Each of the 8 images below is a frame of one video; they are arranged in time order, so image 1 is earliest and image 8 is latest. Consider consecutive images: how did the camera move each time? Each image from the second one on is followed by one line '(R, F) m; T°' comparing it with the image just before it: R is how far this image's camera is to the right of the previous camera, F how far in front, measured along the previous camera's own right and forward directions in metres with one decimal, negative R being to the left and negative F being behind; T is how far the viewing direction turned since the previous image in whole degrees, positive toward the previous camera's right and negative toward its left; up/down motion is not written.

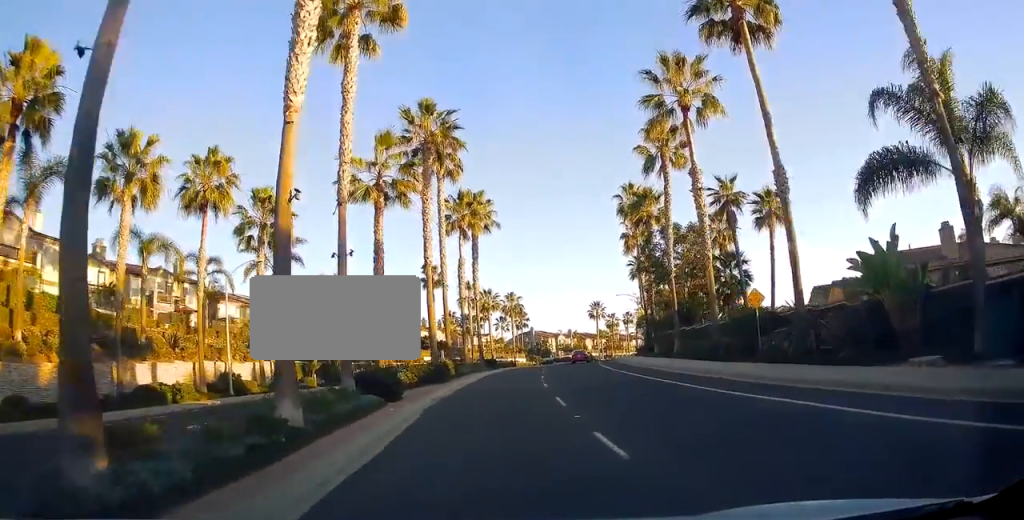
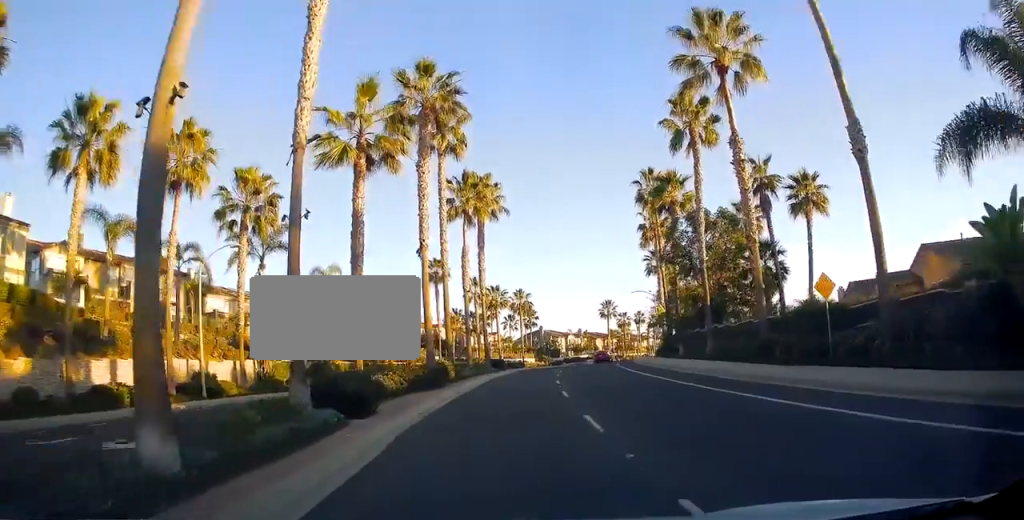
(-0.4, +4.6) m; -6°
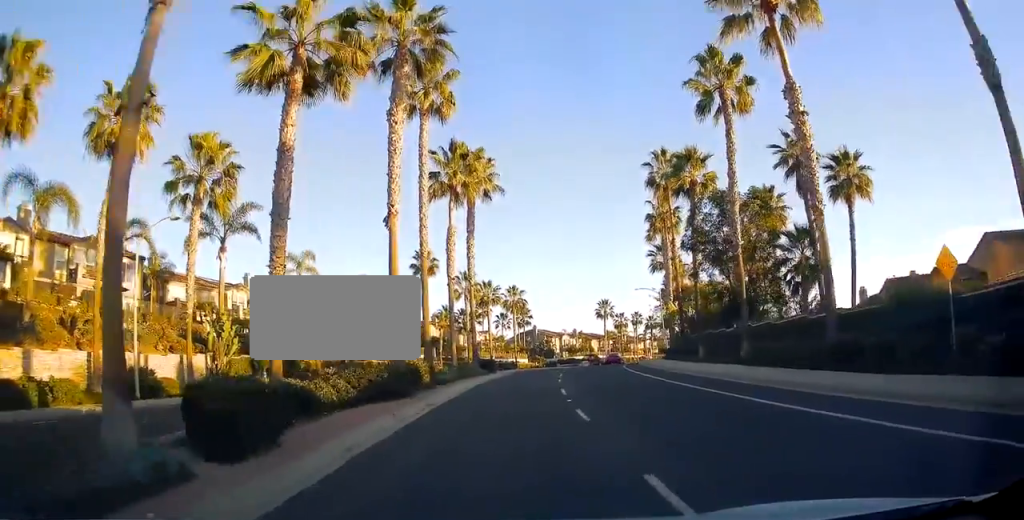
(-0.5, +5.5) m; -5°
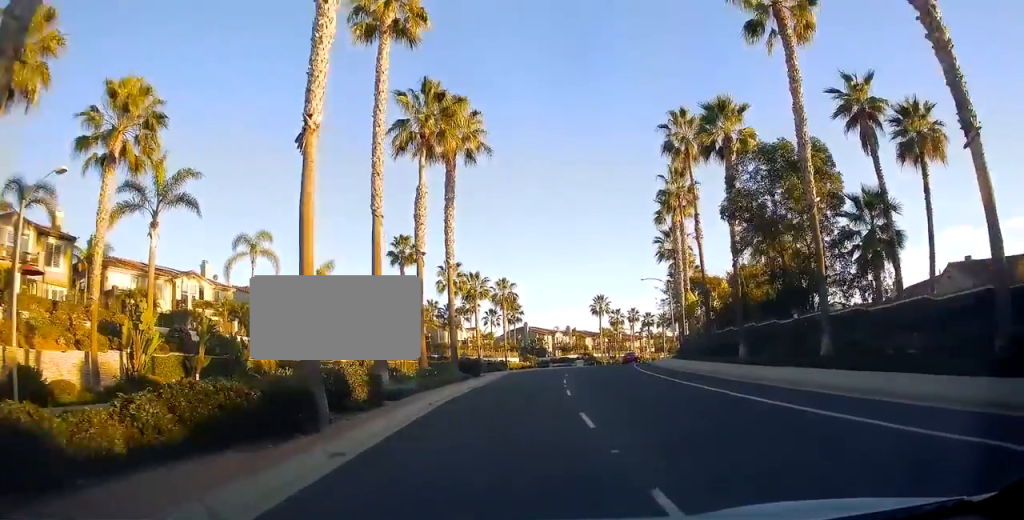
(-0.4, +7.4) m; -6°
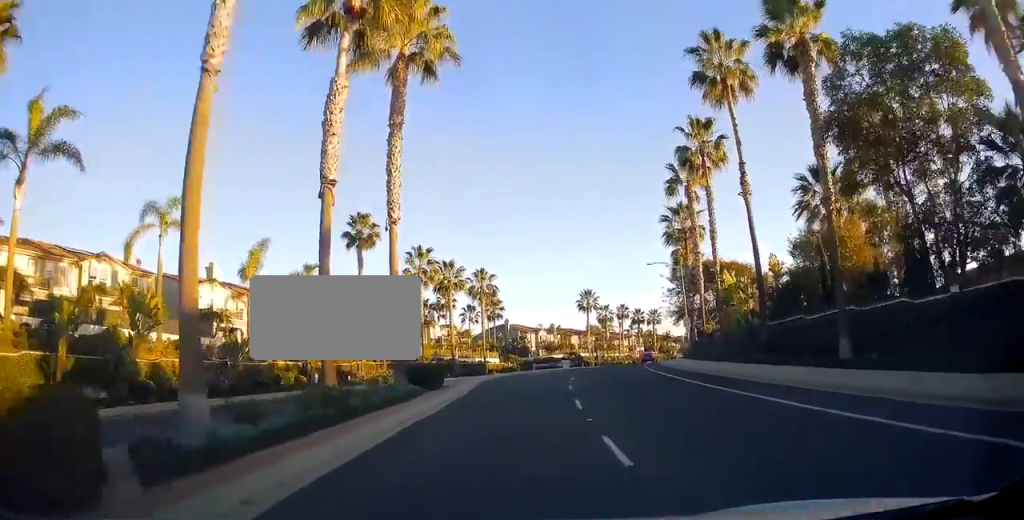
(-0.3, +9.6) m; -4°
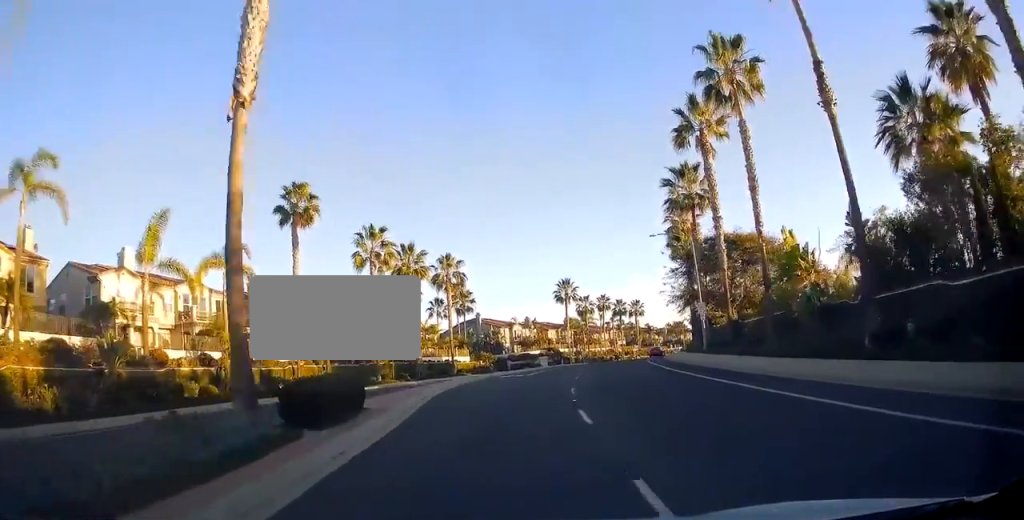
(-0.8, +10.3) m; 0°
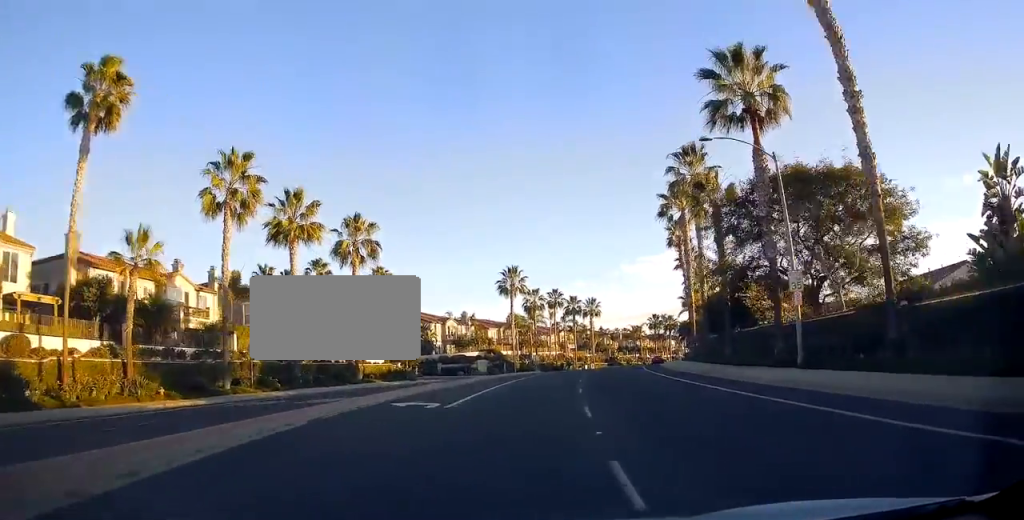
(+1.8, +20.0) m; +9°
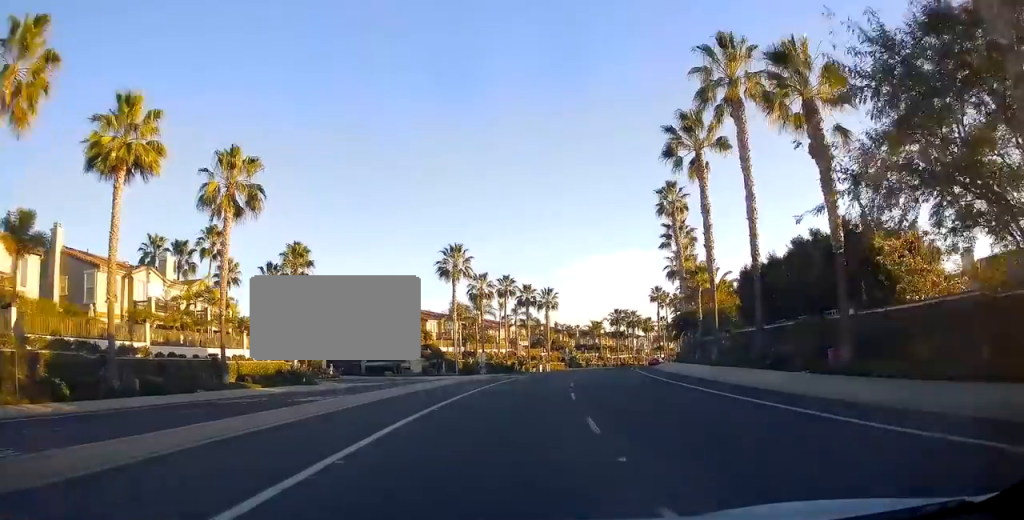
(+0.9, +16.9) m; +5°
